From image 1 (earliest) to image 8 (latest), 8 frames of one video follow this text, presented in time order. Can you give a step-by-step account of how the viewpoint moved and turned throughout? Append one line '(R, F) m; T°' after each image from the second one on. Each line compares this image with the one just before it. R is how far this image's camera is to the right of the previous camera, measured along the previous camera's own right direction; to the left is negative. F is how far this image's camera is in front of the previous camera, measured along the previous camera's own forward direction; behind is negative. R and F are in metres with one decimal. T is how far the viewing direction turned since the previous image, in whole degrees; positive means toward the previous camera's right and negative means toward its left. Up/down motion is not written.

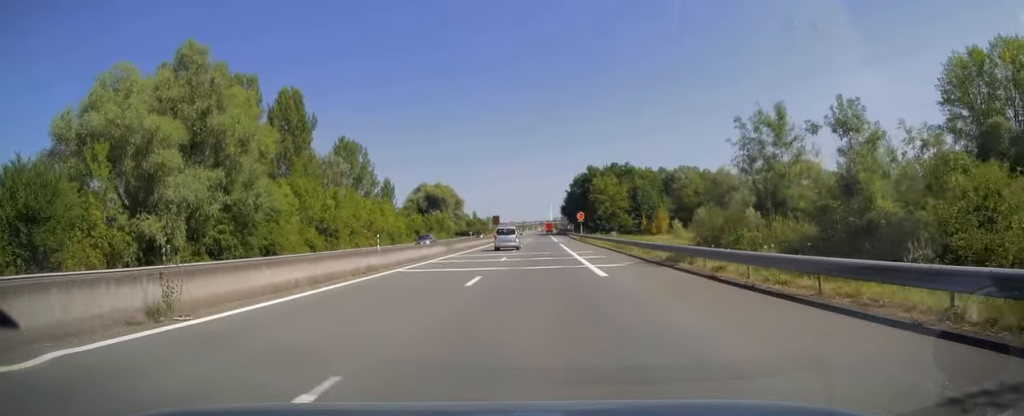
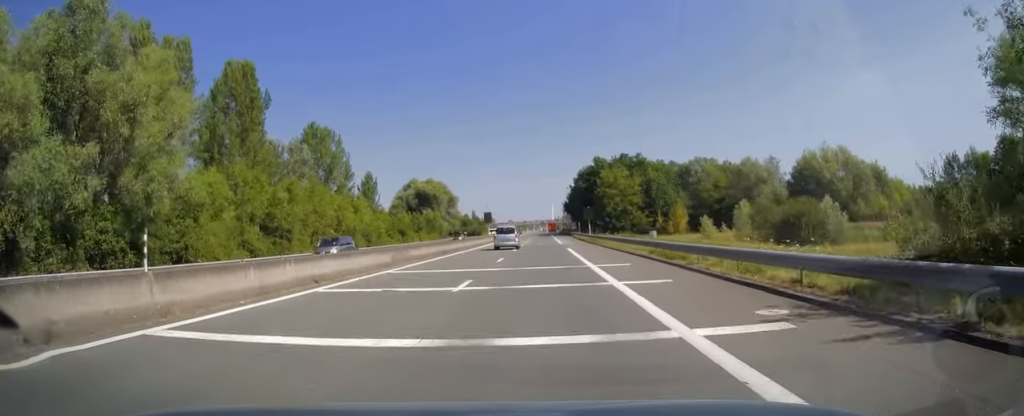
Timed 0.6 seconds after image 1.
(0.0, +15.6) m; 0°
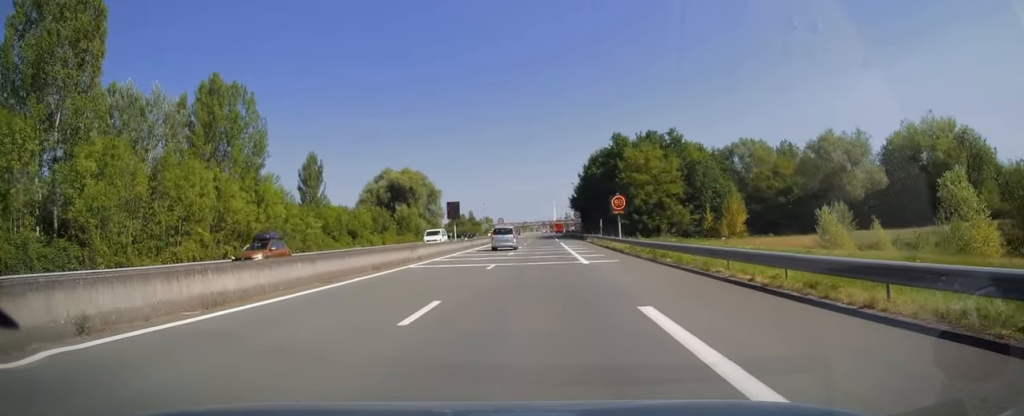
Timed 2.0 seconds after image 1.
(-0.1, +31.6) m; 0°
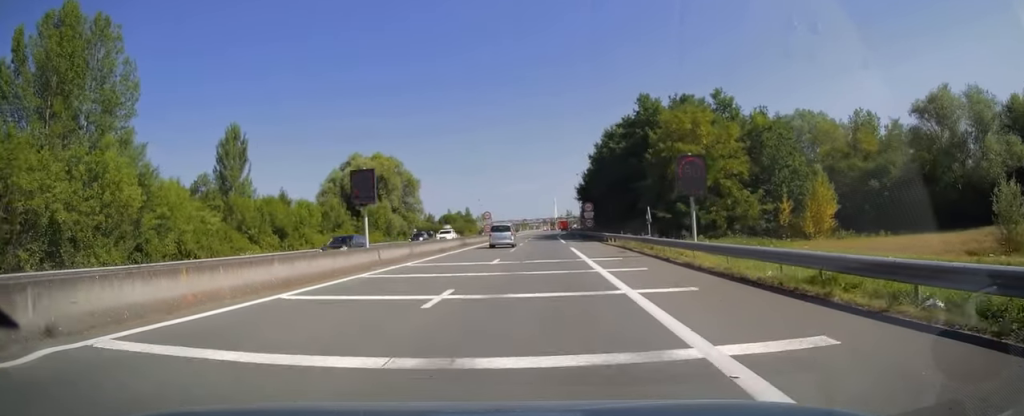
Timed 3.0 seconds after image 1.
(0.0, +25.0) m; 0°
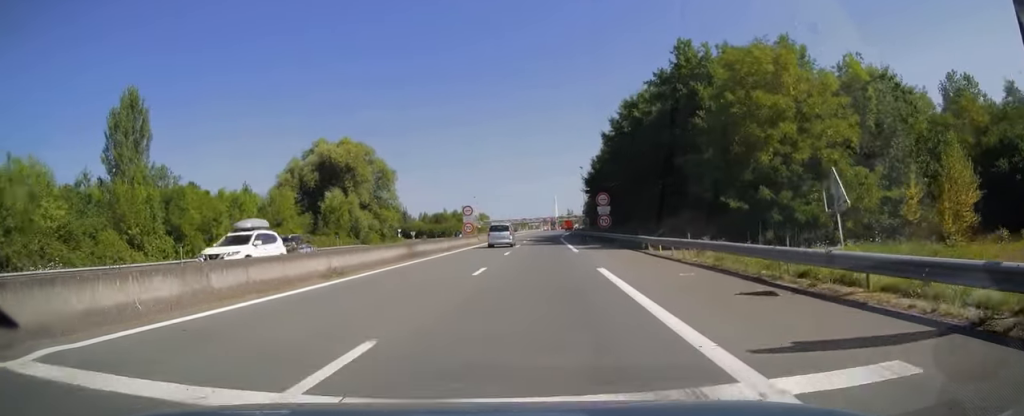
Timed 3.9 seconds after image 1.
(0.0, +19.8) m; 0°
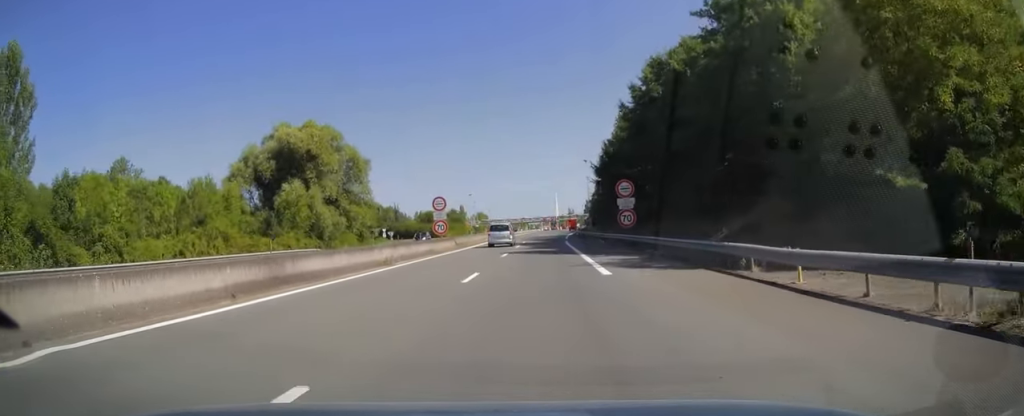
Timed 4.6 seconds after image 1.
(0.0, +16.0) m; 0°
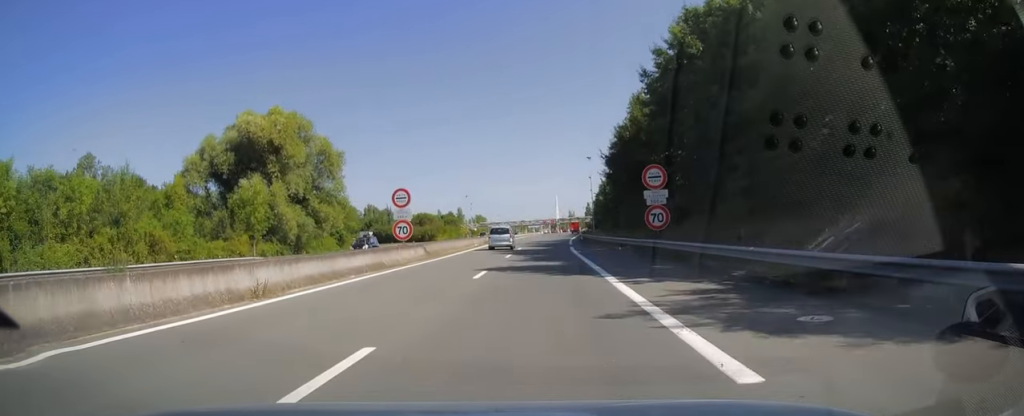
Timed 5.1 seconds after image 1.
(0.0, +11.5) m; 0°
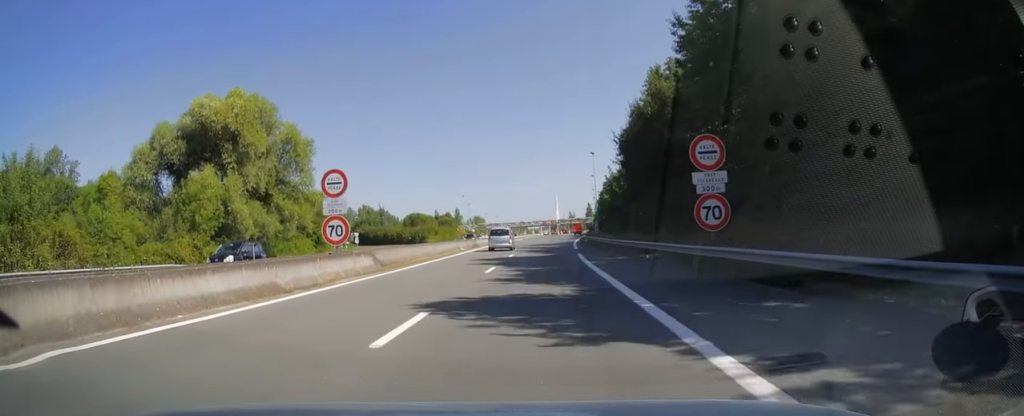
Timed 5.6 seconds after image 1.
(0.0, +10.4) m; 0°
